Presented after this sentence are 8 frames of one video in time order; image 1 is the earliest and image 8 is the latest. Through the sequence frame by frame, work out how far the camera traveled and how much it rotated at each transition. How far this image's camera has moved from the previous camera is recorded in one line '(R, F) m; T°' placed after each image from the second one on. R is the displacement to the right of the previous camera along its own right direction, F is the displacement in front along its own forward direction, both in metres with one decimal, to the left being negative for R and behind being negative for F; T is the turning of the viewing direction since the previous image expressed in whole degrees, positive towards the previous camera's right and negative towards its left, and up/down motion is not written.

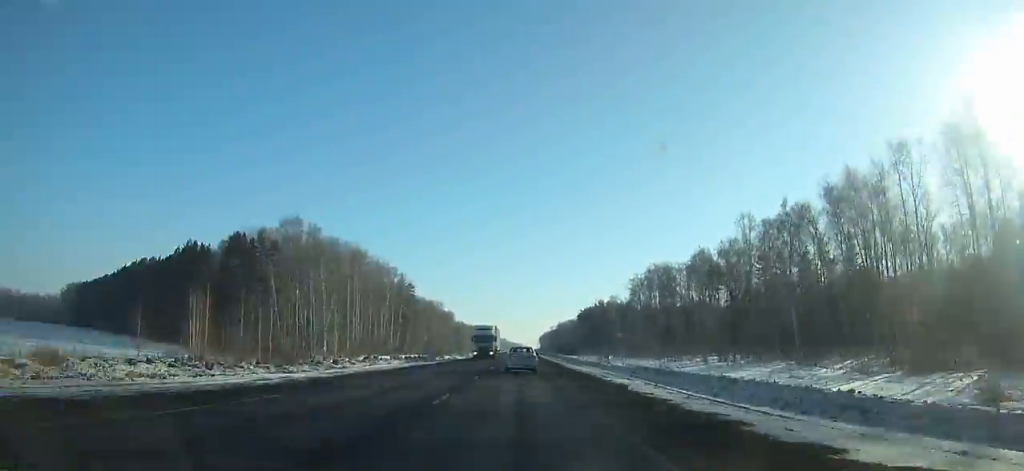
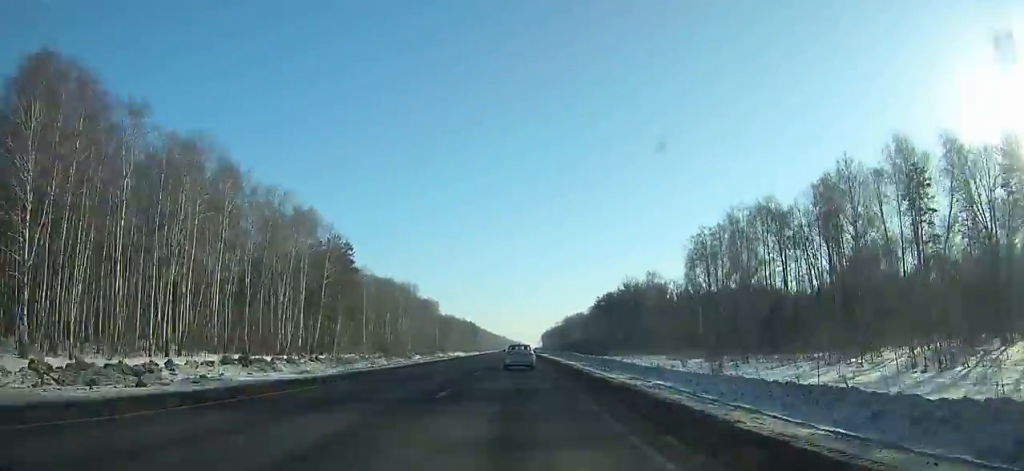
(-0.2, +71.3) m; 0°
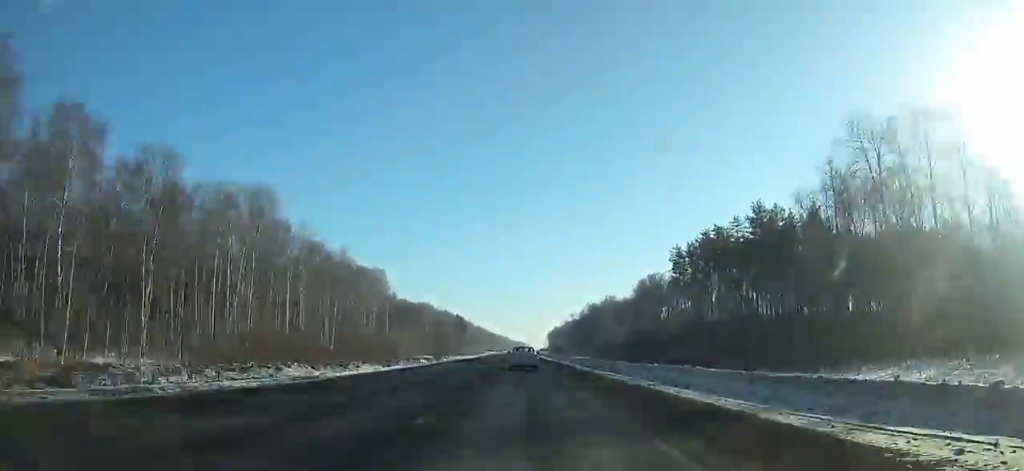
(-0.2, +124.9) m; 0°
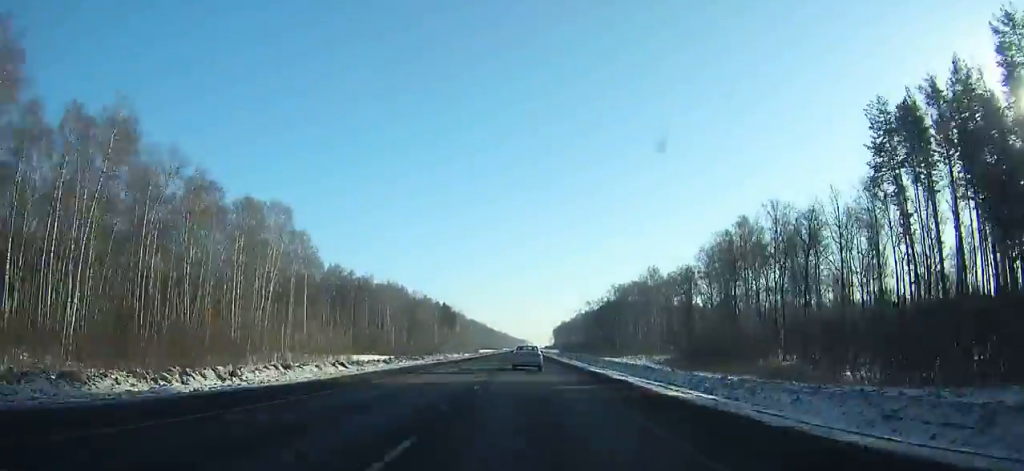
(0.0, +77.3) m; 0°
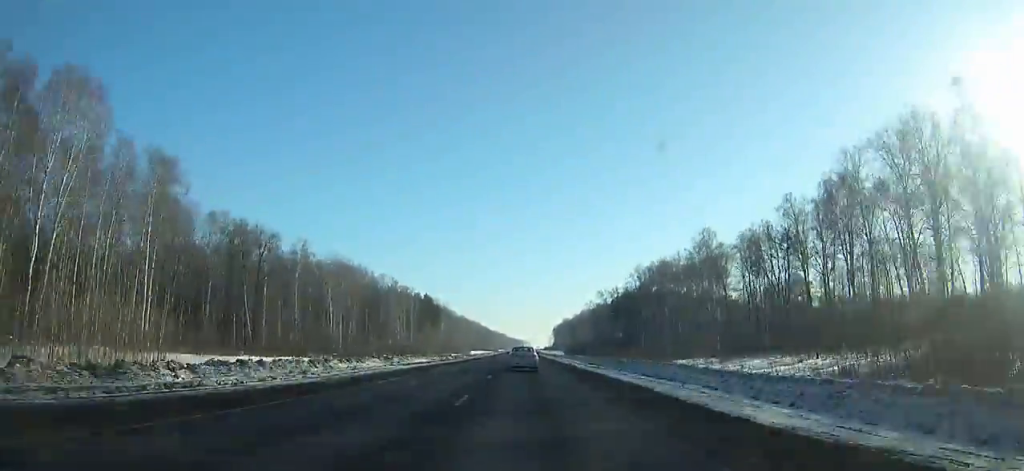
(+0.2, +53.6) m; 0°
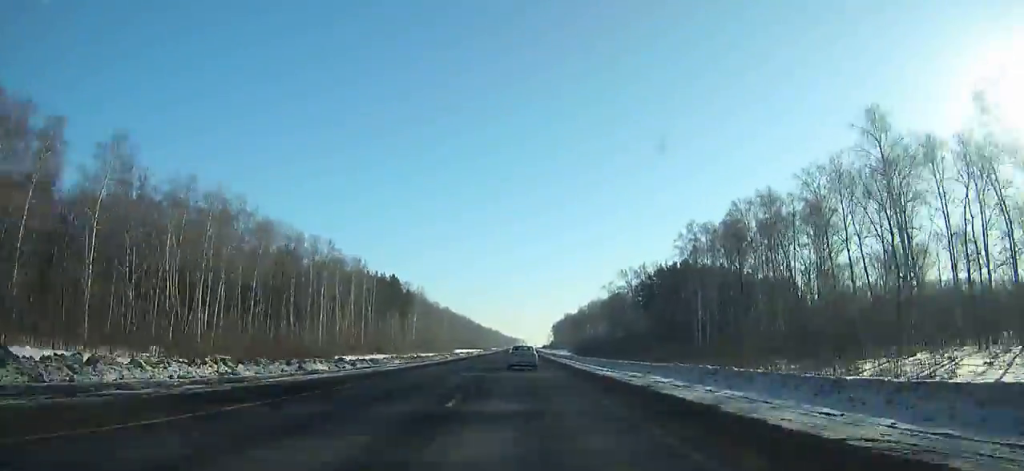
(+0.1, +61.7) m; 0°
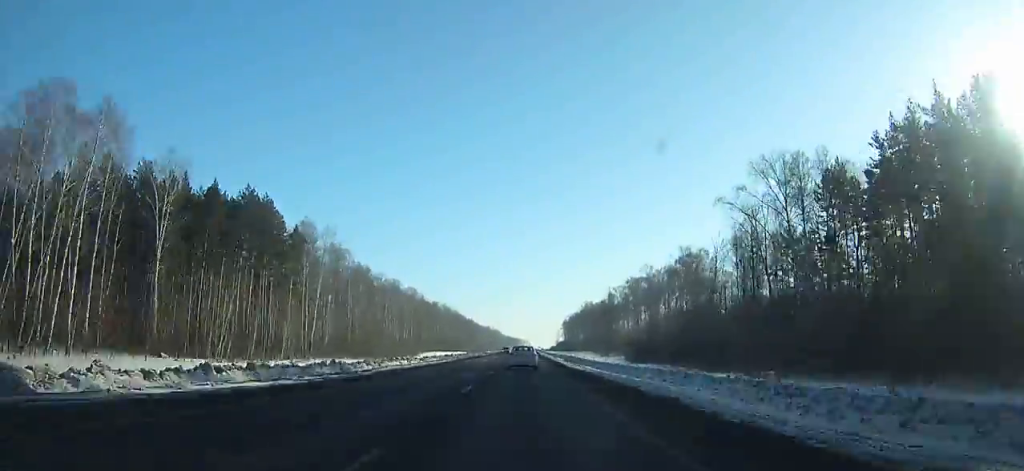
(0.0, +105.1) m; 0°
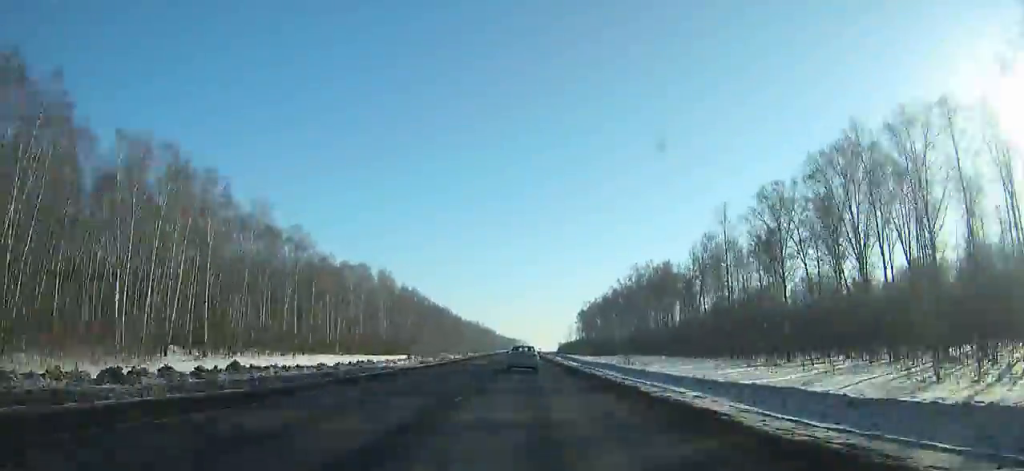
(+0.2, +134.8) m; 0°
